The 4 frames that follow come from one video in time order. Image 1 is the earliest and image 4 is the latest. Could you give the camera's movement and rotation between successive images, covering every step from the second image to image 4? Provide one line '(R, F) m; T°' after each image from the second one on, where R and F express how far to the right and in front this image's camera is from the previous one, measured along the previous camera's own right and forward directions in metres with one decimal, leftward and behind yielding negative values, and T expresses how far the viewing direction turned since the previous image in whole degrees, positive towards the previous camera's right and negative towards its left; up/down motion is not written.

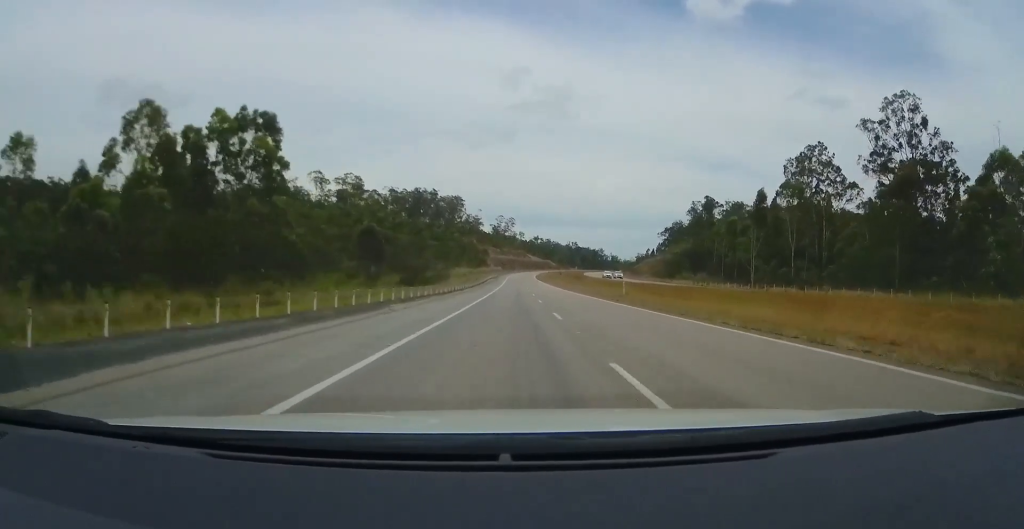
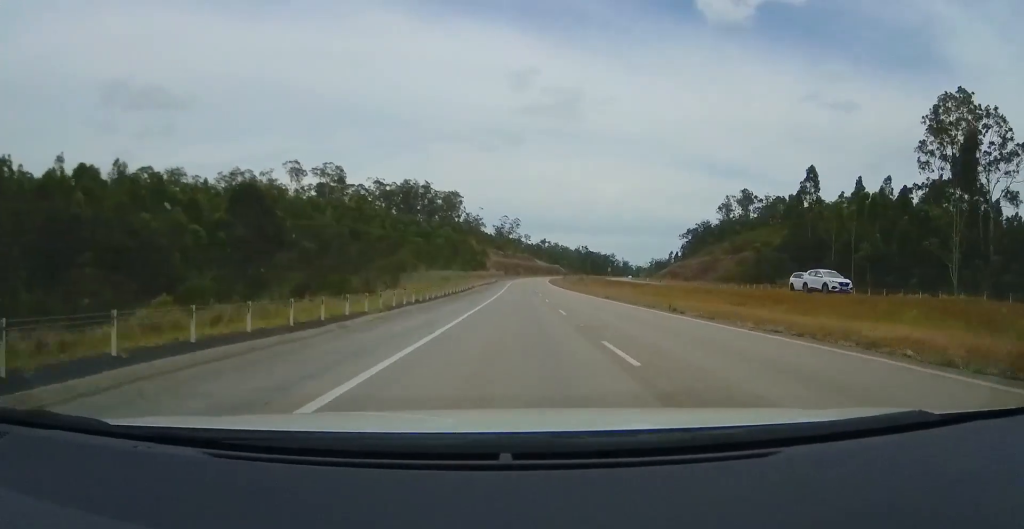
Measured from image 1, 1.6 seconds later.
(-0.4, +46.3) m; 0°
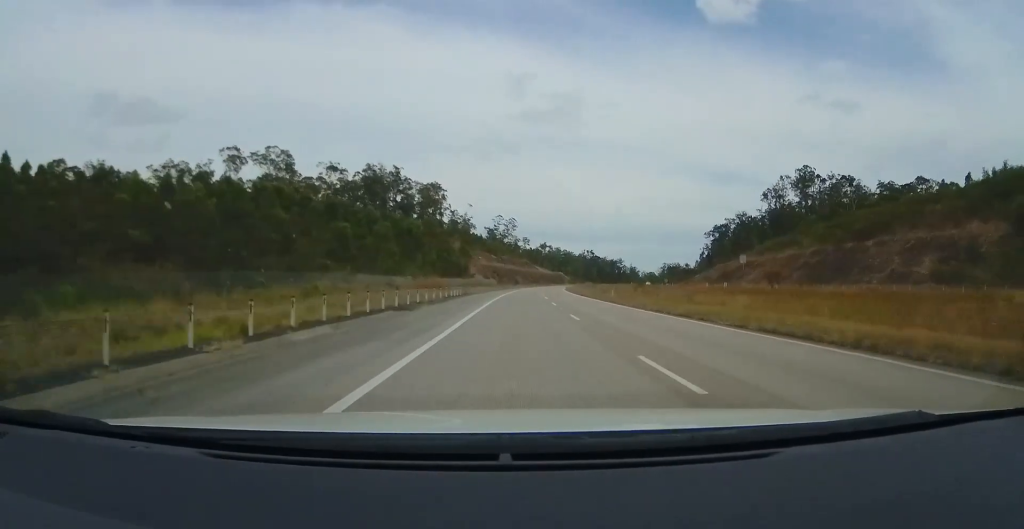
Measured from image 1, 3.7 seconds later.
(+0.5, +64.3) m; 0°
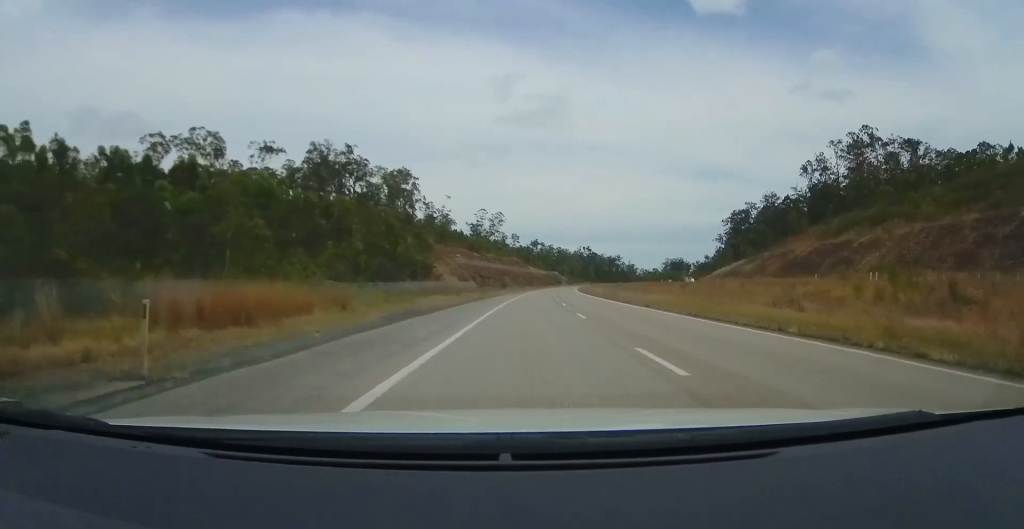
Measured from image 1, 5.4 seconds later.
(-0.1, +49.5) m; +1°
